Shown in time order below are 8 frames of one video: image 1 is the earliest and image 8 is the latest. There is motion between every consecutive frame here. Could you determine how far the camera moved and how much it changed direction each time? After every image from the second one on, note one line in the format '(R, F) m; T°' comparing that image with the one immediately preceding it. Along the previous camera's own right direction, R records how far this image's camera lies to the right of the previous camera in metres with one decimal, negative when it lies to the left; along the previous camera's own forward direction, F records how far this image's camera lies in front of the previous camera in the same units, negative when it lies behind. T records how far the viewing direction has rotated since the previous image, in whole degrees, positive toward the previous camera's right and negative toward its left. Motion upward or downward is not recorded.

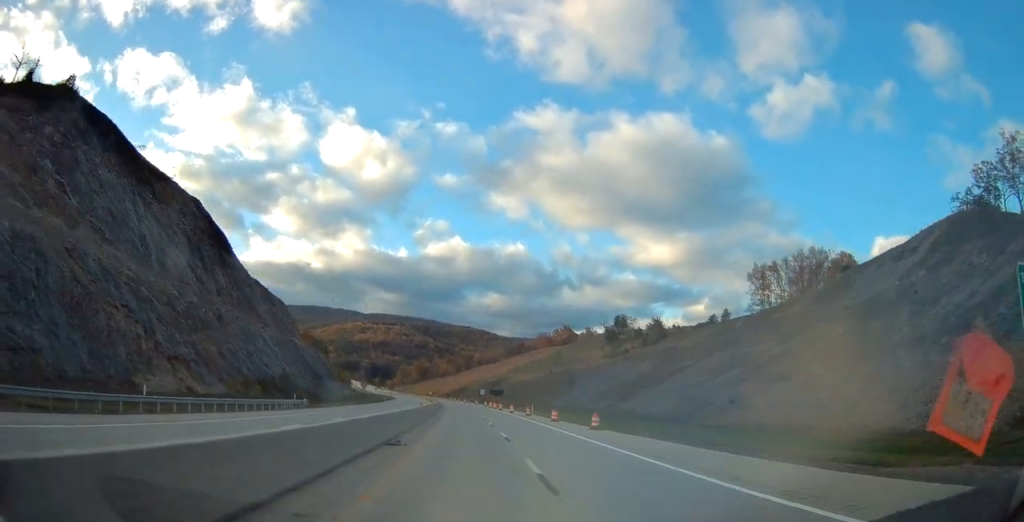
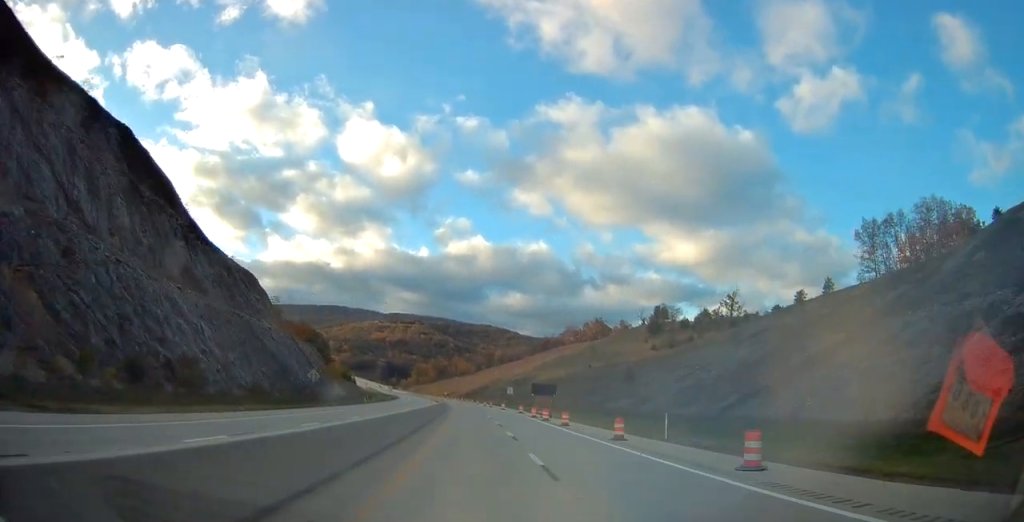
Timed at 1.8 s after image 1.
(-1.4, +49.0) m; -2°
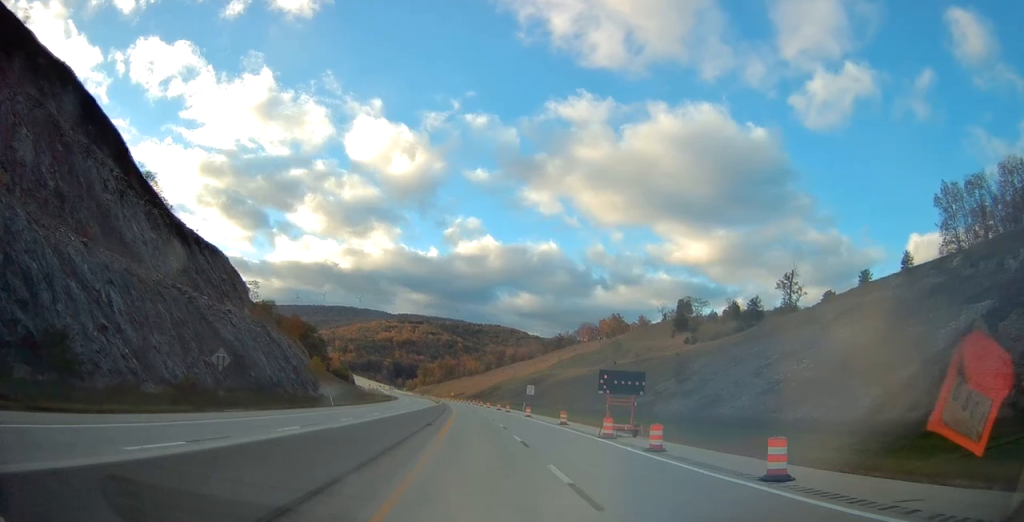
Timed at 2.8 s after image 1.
(-0.1, +28.2) m; -1°
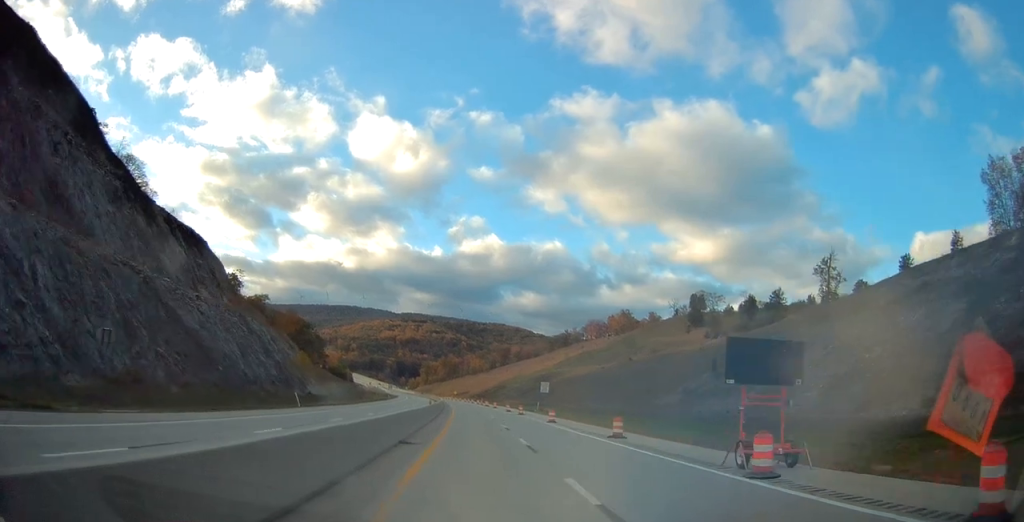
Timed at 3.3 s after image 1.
(0.0, +15.1) m; -1°
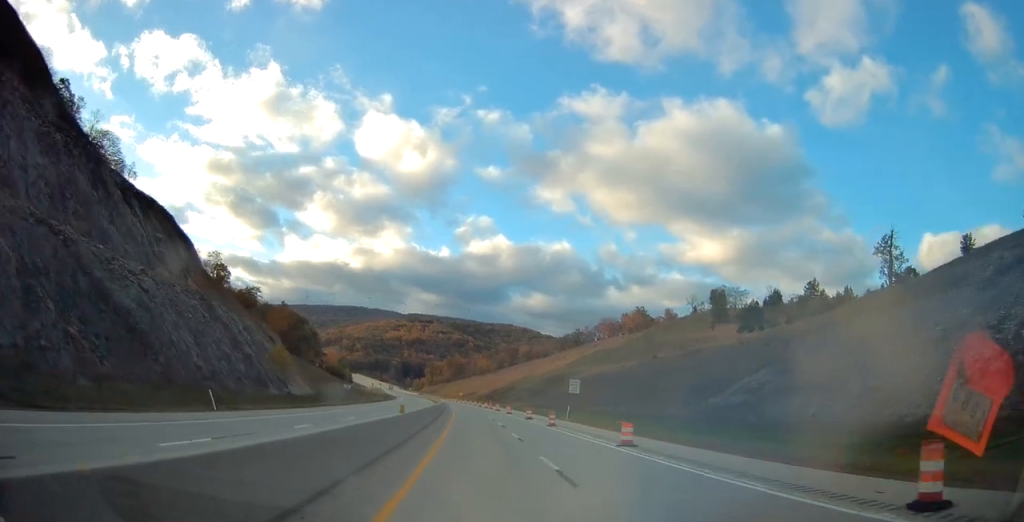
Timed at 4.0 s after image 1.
(-0.2, +19.9) m; -1°
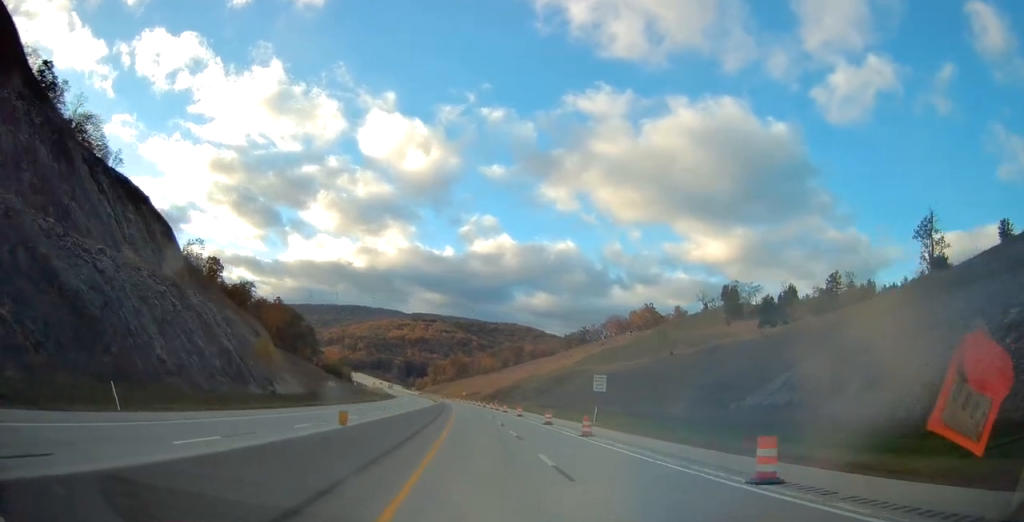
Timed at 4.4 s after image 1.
(-0.1, +11.5) m; 0°
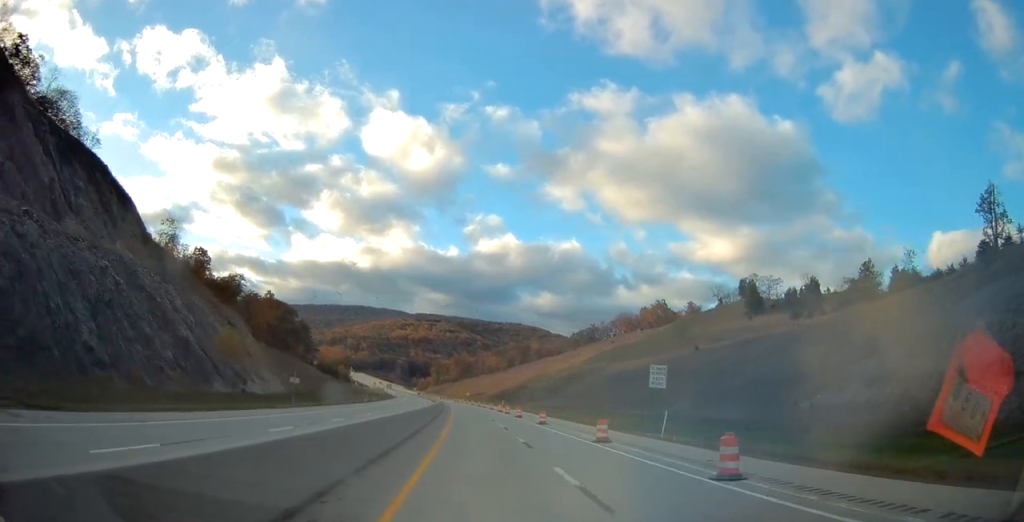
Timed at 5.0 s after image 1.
(-0.1, +16.3) m; 0°
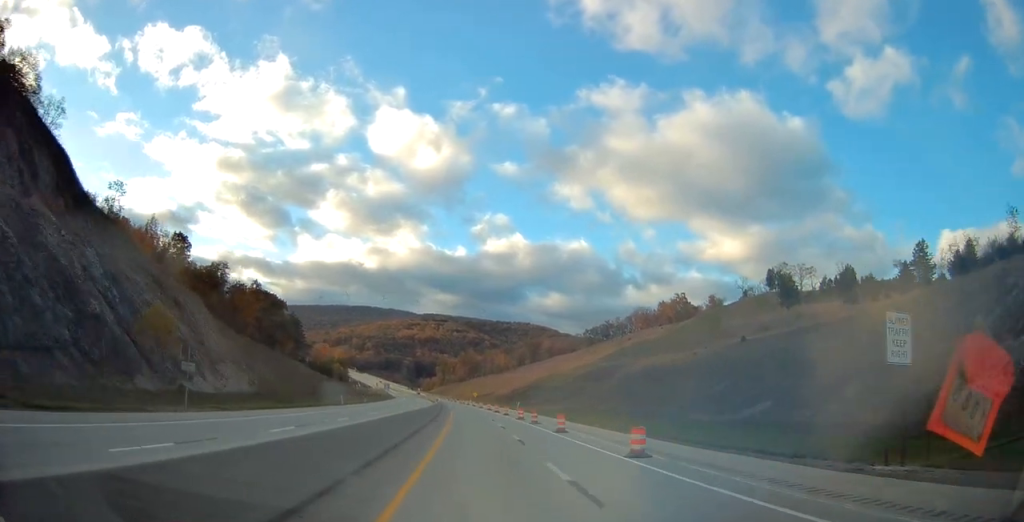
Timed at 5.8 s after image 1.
(0.0, +23.0) m; -1°
